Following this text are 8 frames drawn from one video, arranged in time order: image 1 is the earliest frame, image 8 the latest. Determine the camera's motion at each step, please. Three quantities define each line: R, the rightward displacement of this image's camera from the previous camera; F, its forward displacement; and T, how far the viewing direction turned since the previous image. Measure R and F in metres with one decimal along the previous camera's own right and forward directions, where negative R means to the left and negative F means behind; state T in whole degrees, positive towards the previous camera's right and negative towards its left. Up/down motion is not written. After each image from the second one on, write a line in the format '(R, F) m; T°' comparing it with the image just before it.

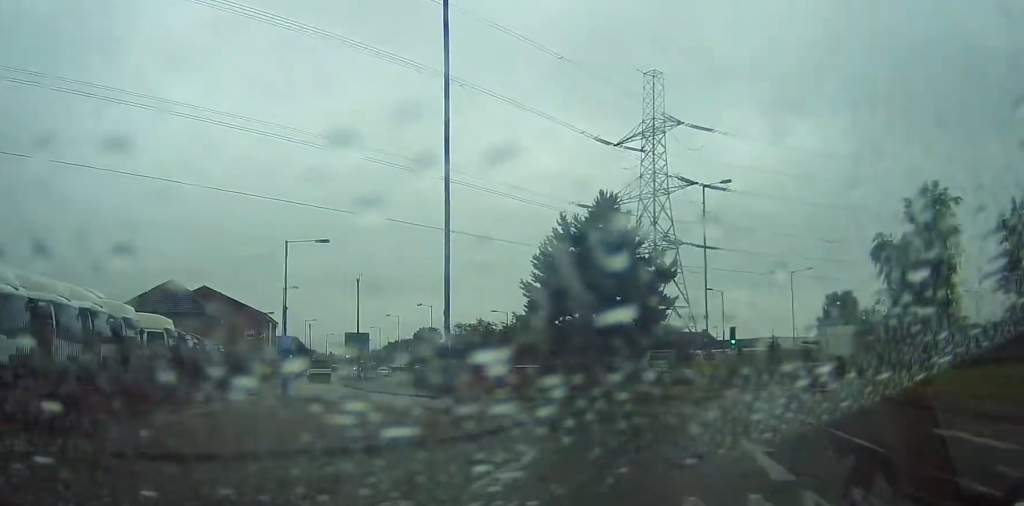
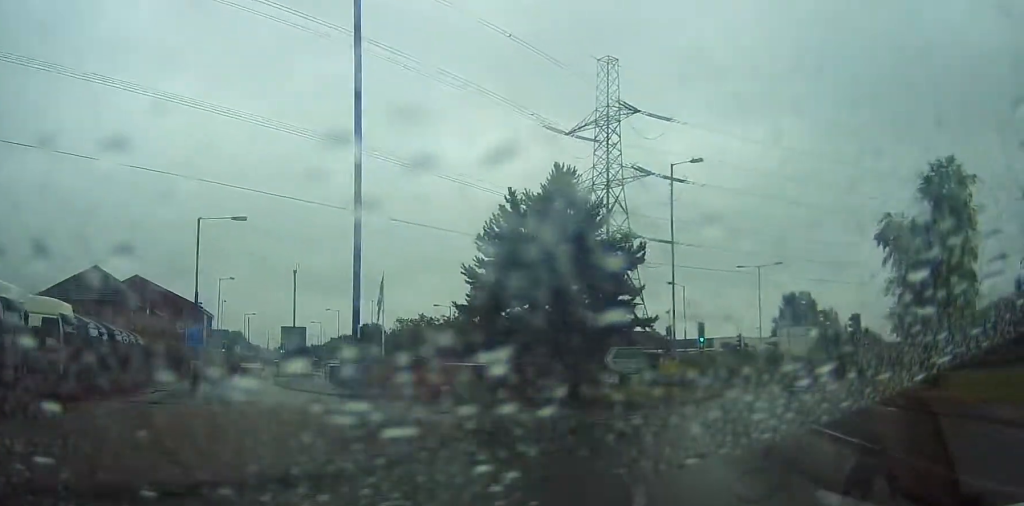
(0.0, +4.2) m; +2°
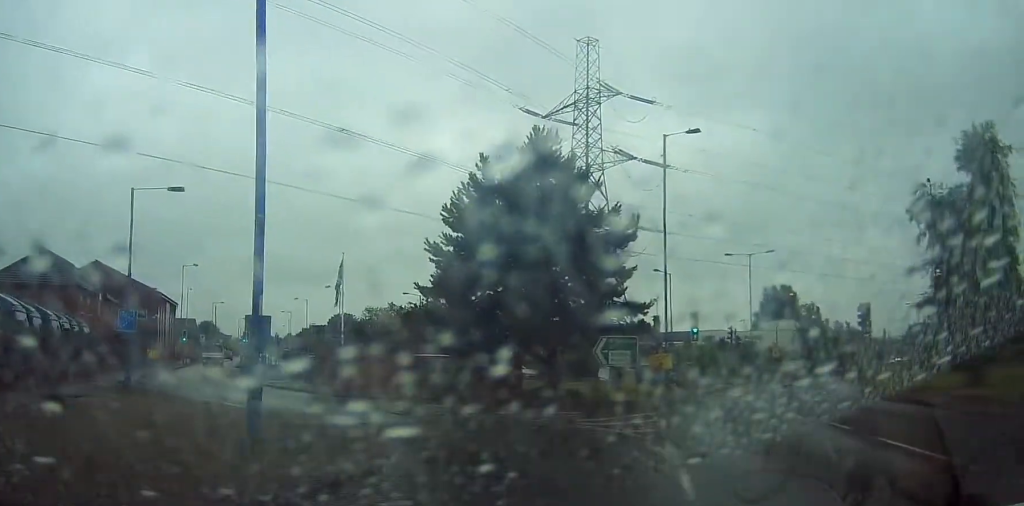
(+0.2, +3.5) m; +1°
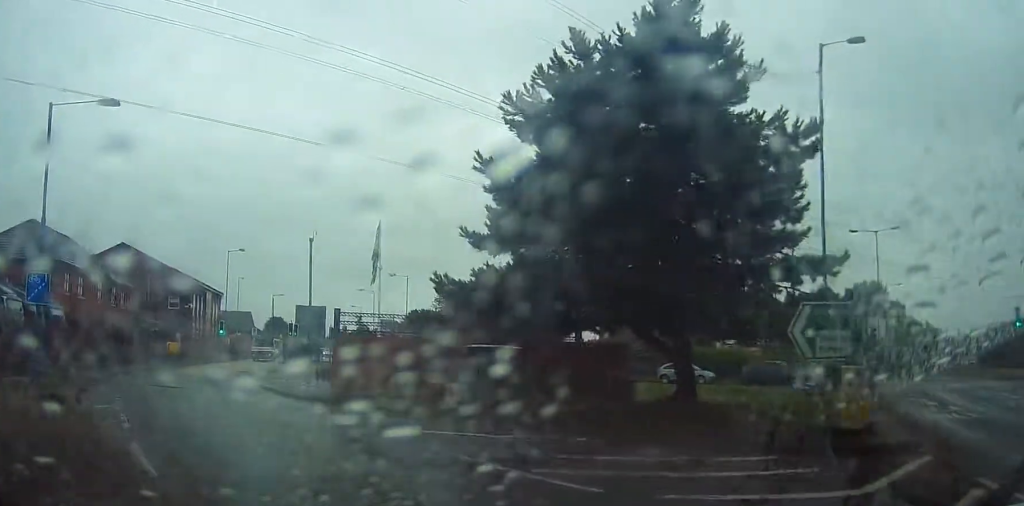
(-0.2, +8.7) m; -14°
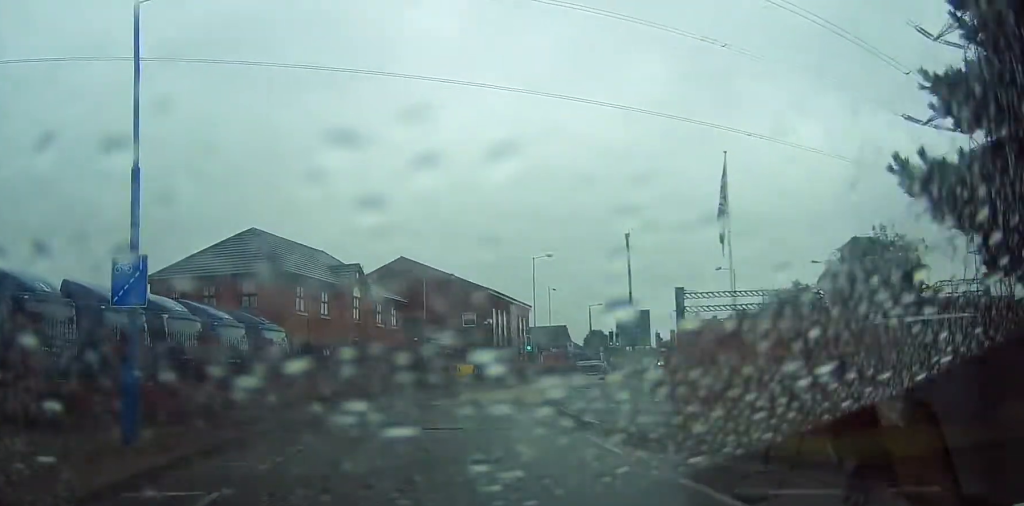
(-2.7, +10.2) m; -19°
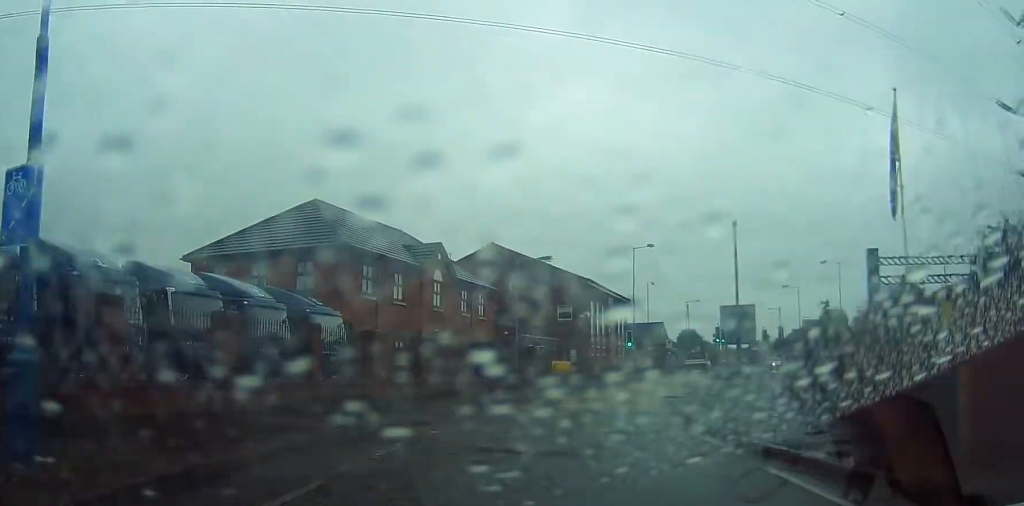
(-0.2, +6.1) m; -1°
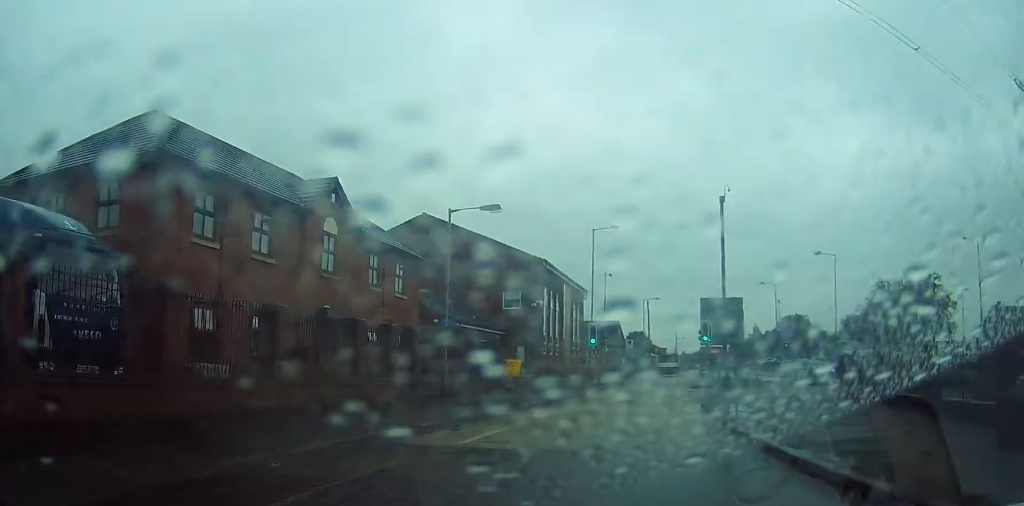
(+0.1, +11.0) m; +5°
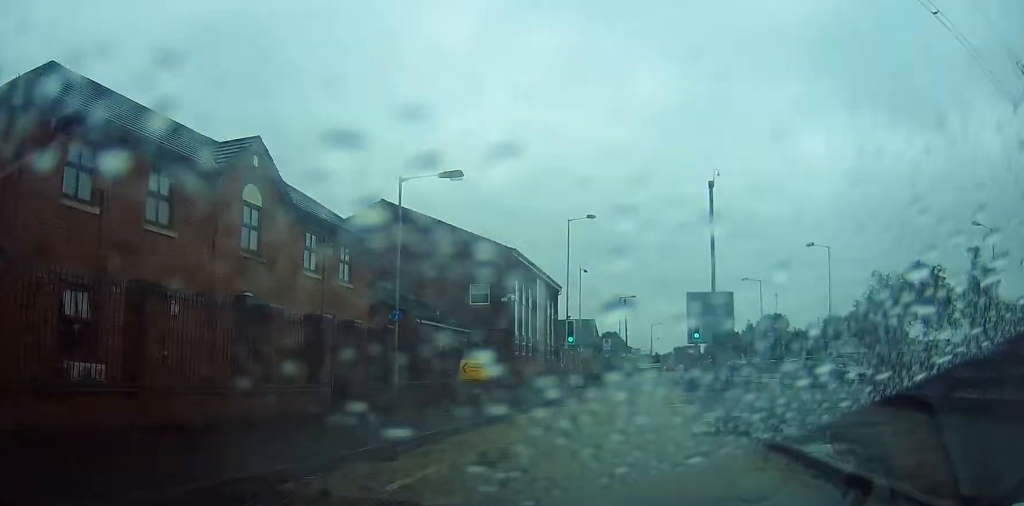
(+0.2, +4.4) m; +3°
